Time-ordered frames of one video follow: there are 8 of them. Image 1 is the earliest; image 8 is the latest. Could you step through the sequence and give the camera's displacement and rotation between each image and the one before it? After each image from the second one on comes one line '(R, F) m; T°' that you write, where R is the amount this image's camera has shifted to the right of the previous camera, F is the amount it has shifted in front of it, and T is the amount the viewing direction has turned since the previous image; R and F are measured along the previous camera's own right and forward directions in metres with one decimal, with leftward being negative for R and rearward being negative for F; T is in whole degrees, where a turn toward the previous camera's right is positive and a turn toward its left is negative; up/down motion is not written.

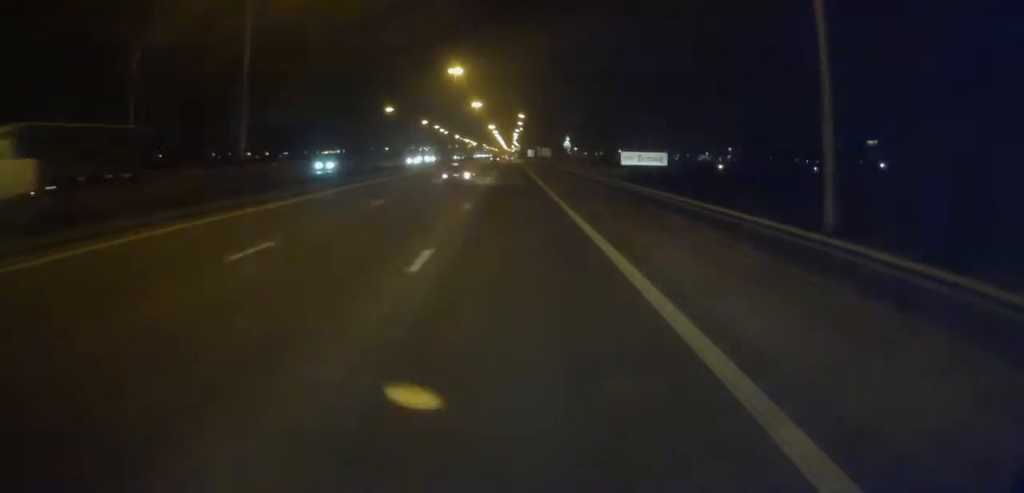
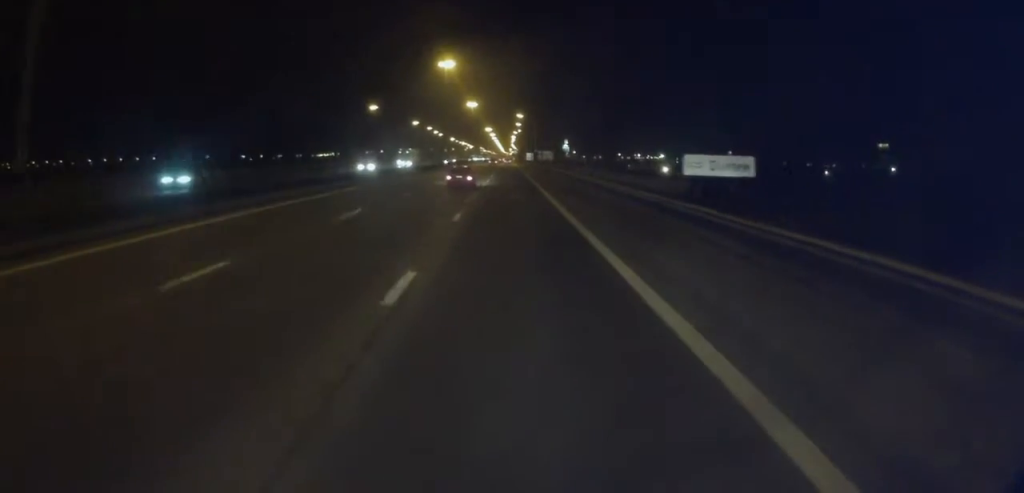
(0.0, +14.3) m; 0°
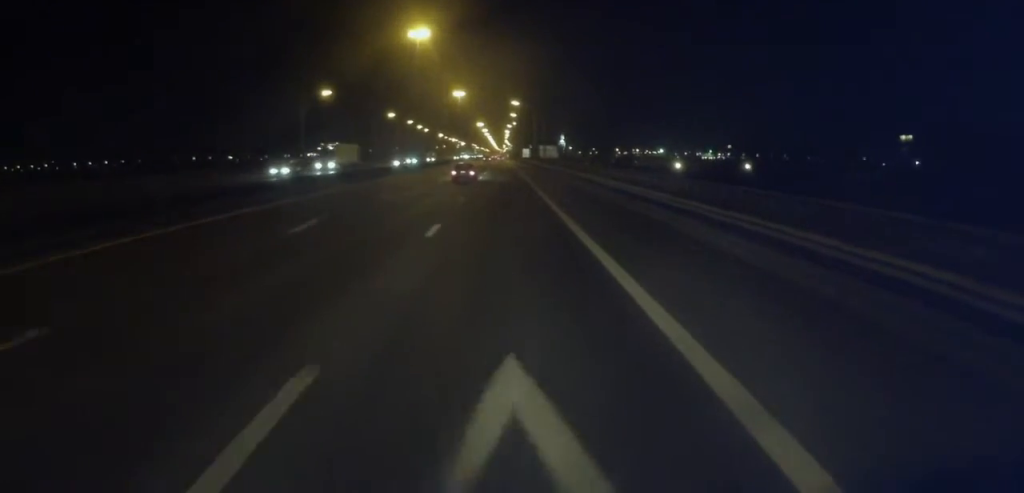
(-0.3, +29.9) m; 0°
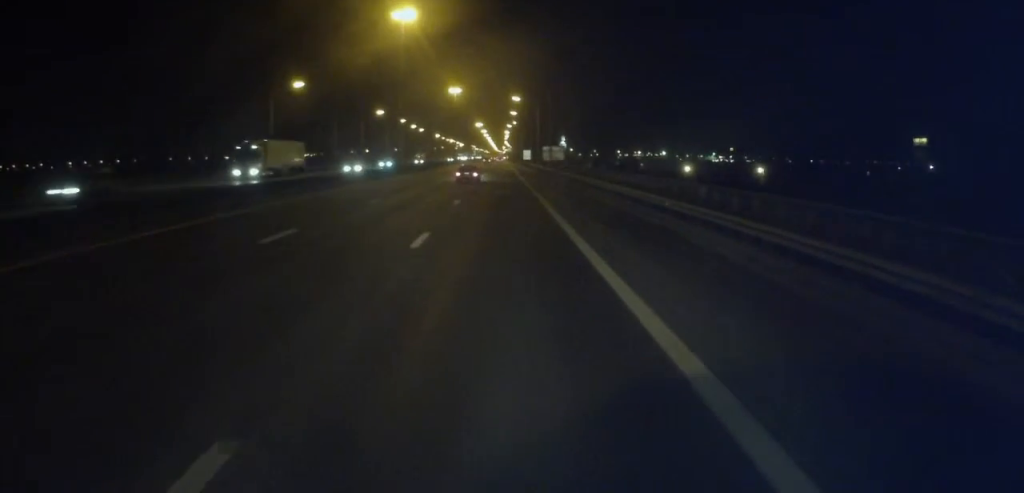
(-0.1, +13.9) m; +1°
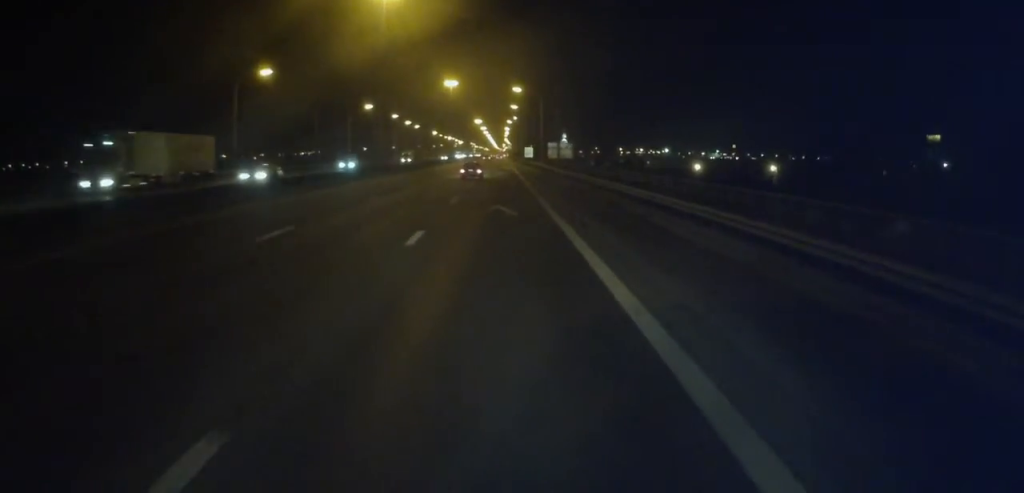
(+0.3, +12.4) m; +1°
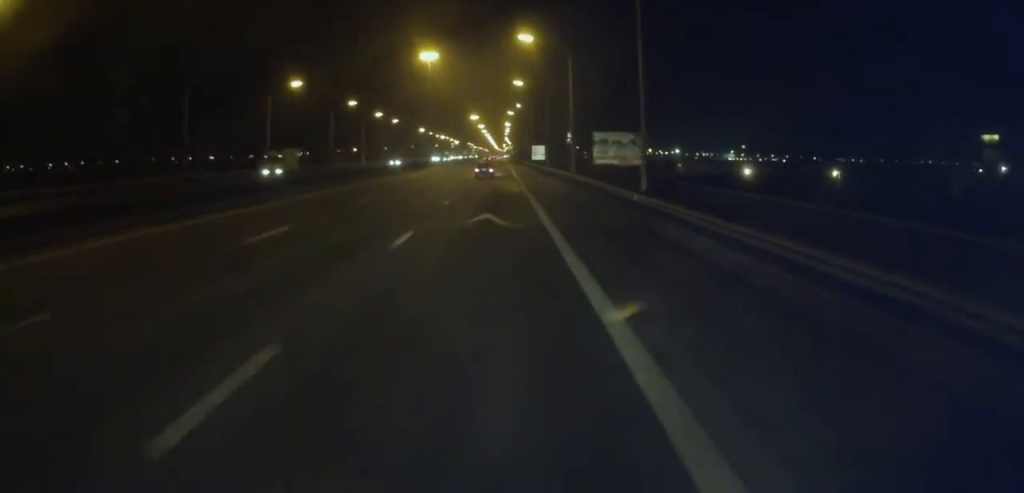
(-0.4, +47.5) m; -1°
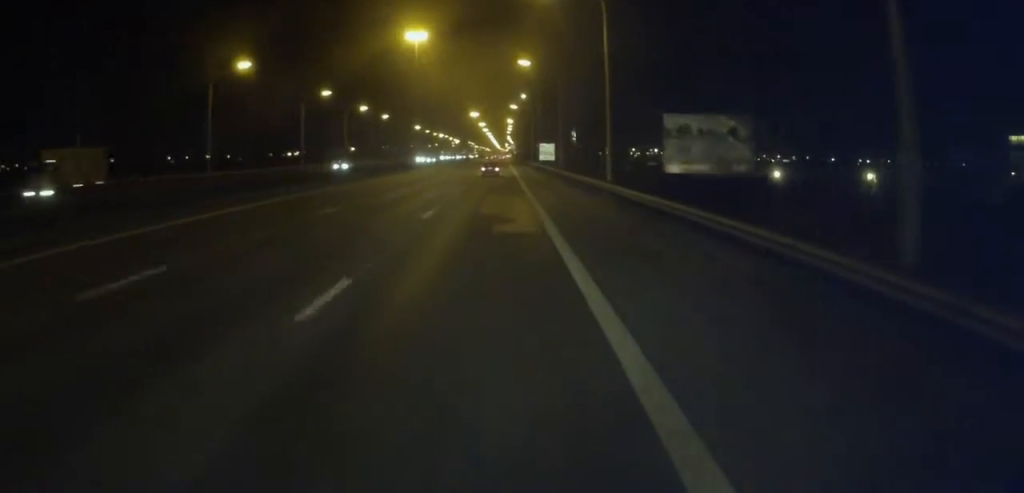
(+0.1, +19.6) m; +1°
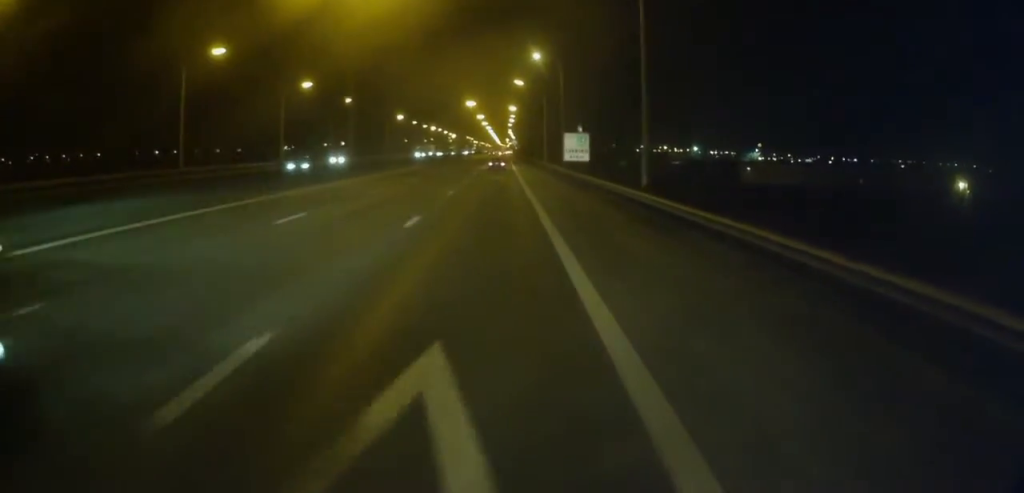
(+0.4, +41.5) m; 0°
